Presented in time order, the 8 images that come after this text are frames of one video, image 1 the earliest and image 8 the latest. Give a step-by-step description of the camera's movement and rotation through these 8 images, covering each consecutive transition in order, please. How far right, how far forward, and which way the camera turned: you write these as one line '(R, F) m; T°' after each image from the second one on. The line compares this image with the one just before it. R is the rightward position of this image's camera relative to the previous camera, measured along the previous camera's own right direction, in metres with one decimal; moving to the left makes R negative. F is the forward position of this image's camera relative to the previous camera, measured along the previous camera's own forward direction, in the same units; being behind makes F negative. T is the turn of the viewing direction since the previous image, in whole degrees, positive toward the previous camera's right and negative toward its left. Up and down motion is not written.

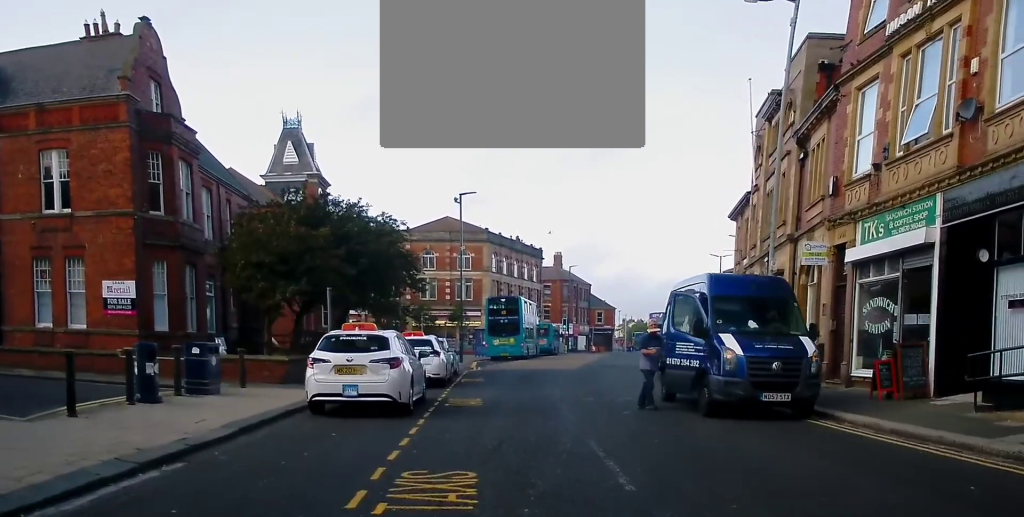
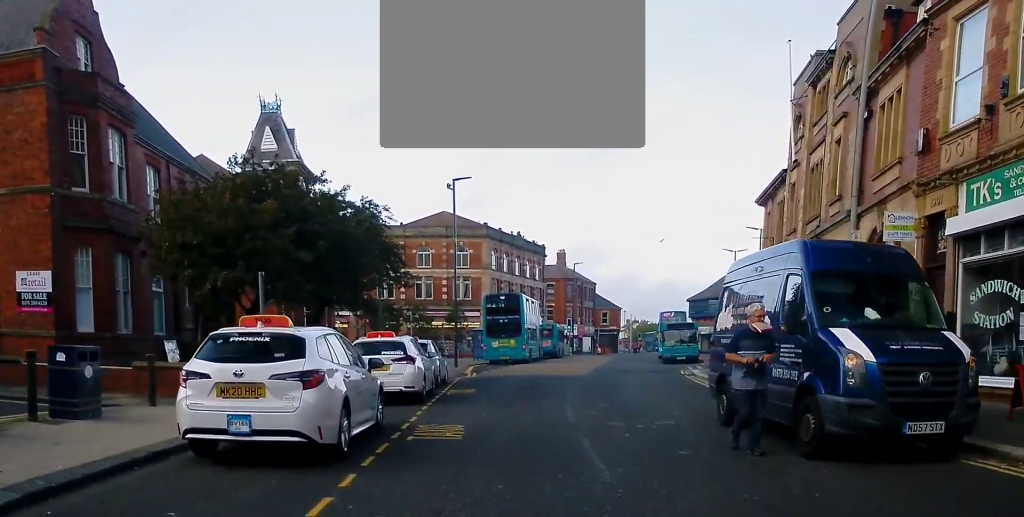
(+0.2, +5.1) m; -2°
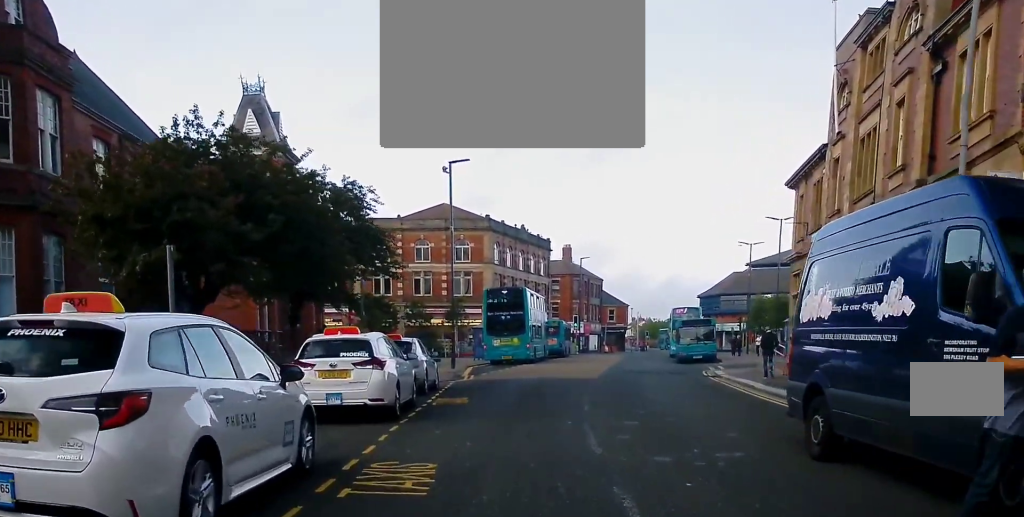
(-0.2, +3.9) m; -3°
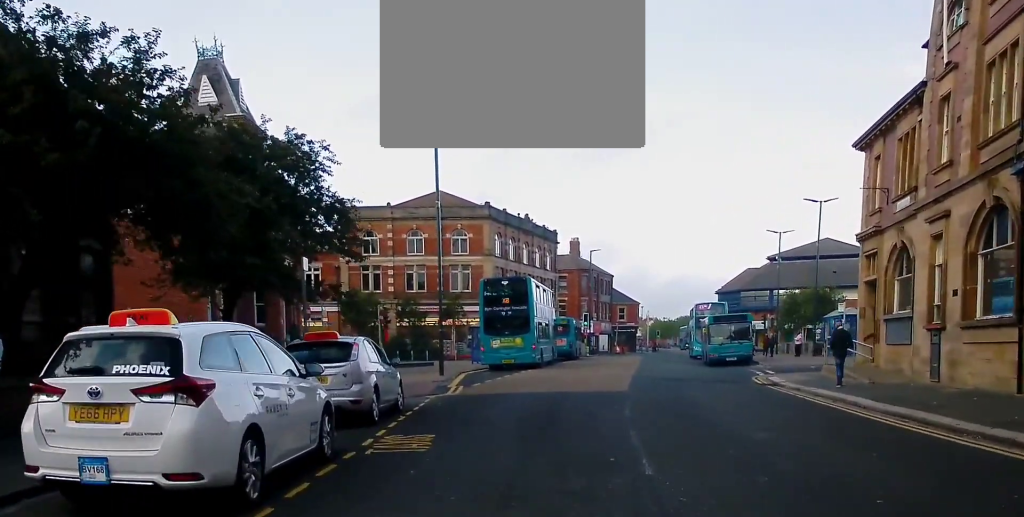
(+0.1, +7.1) m; +2°
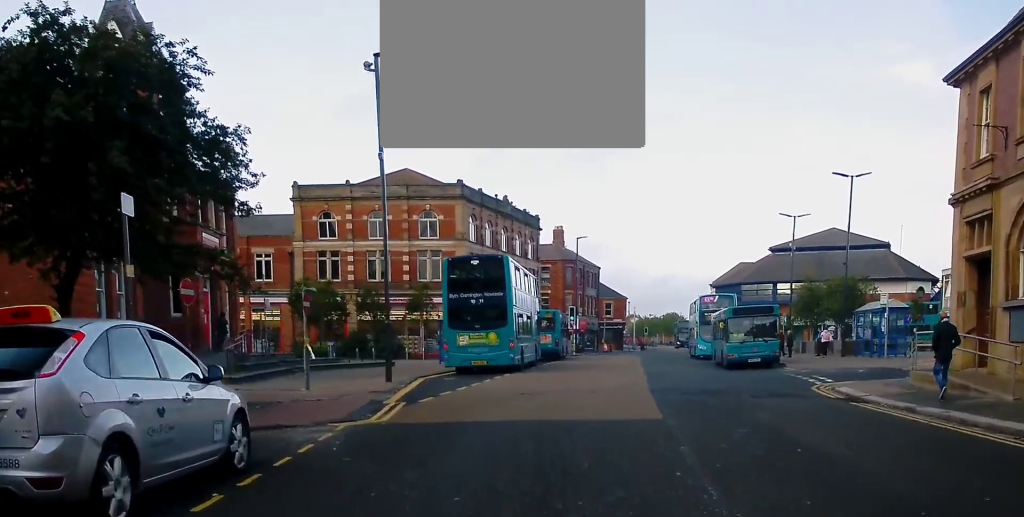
(+0.1, +7.8) m; +6°
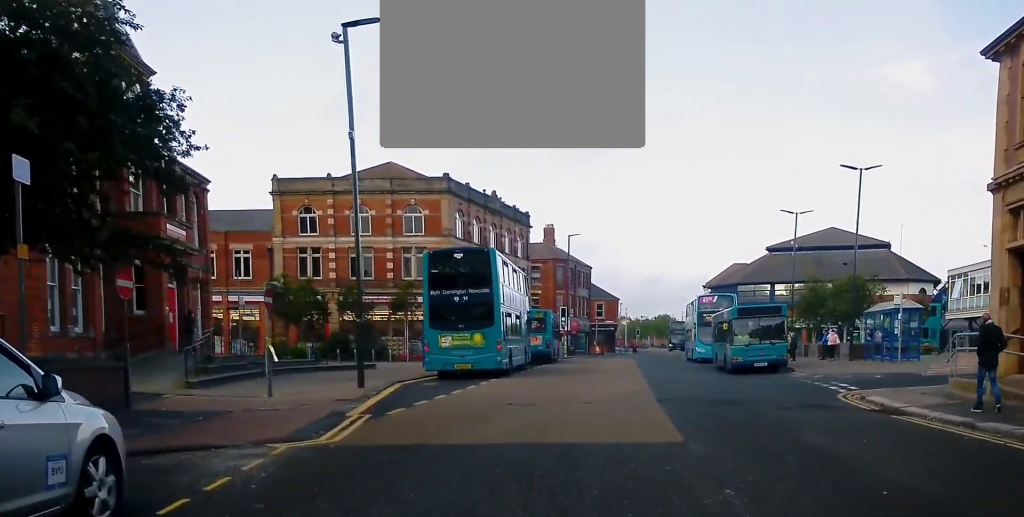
(+0.2, +2.5) m; +1°
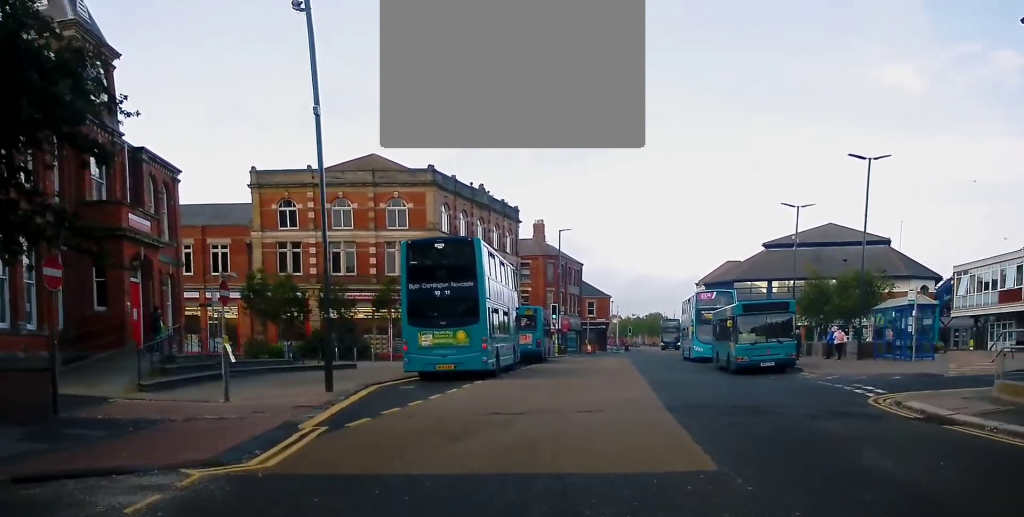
(+0.2, +2.2) m; 0°
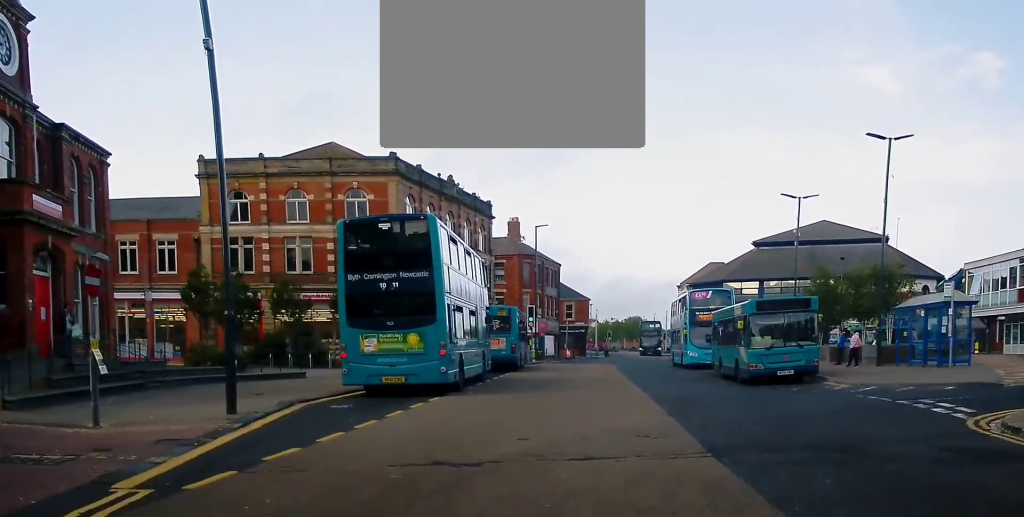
(-0.2, +4.9) m; -3°
